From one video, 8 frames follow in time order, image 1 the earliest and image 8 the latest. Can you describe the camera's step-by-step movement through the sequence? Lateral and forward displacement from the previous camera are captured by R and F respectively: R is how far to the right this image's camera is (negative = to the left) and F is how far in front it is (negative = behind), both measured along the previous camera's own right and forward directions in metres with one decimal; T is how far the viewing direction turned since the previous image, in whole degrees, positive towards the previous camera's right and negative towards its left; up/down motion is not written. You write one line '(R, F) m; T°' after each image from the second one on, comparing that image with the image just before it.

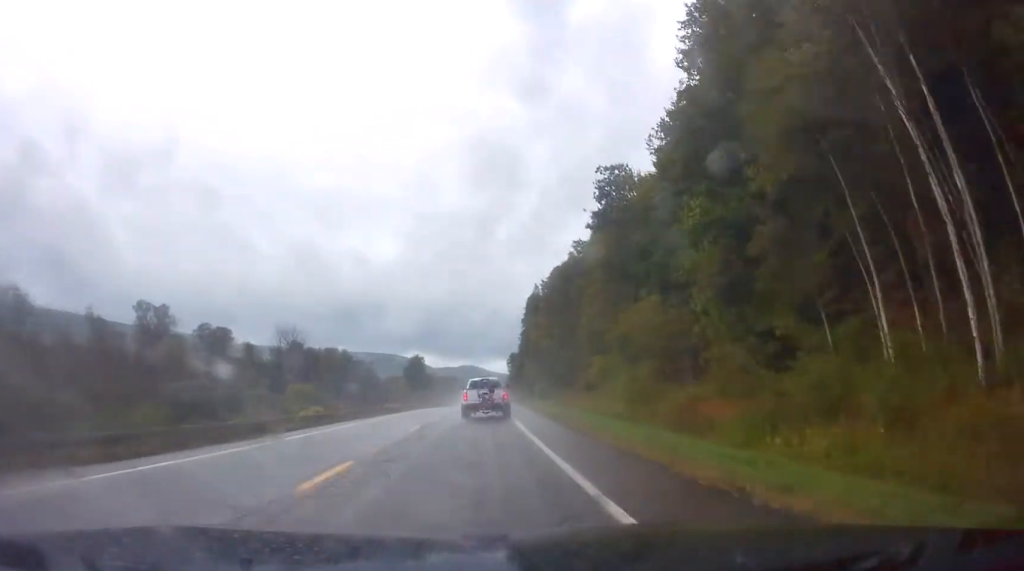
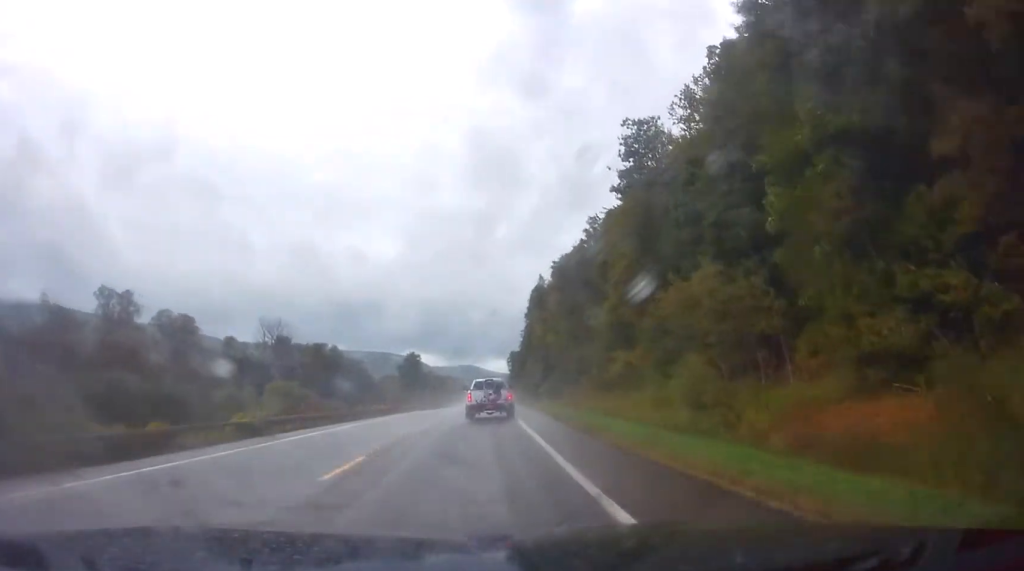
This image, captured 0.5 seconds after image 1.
(0.0, +11.3) m; +1°
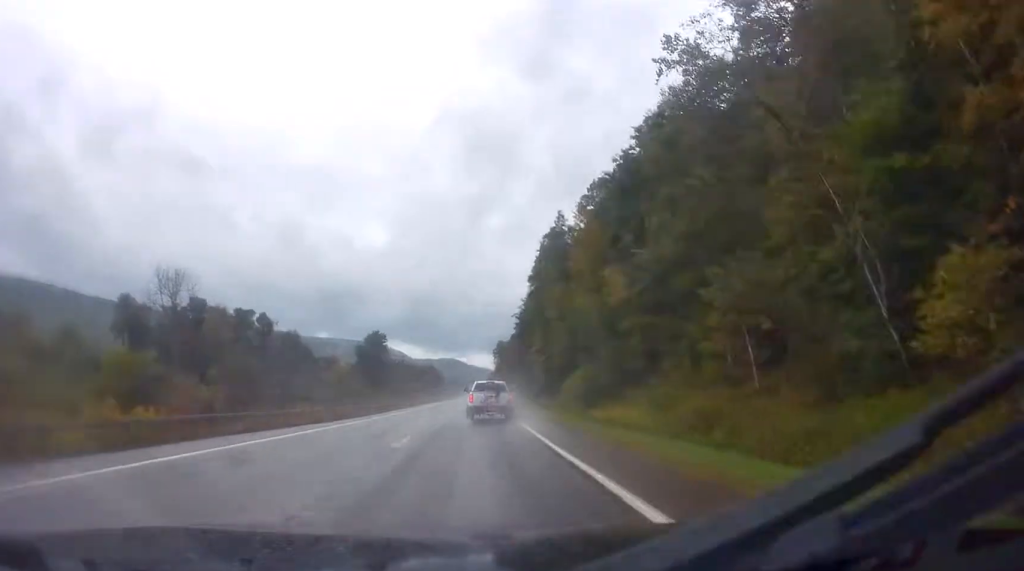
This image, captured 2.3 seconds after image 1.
(+1.1, +42.4) m; +2°
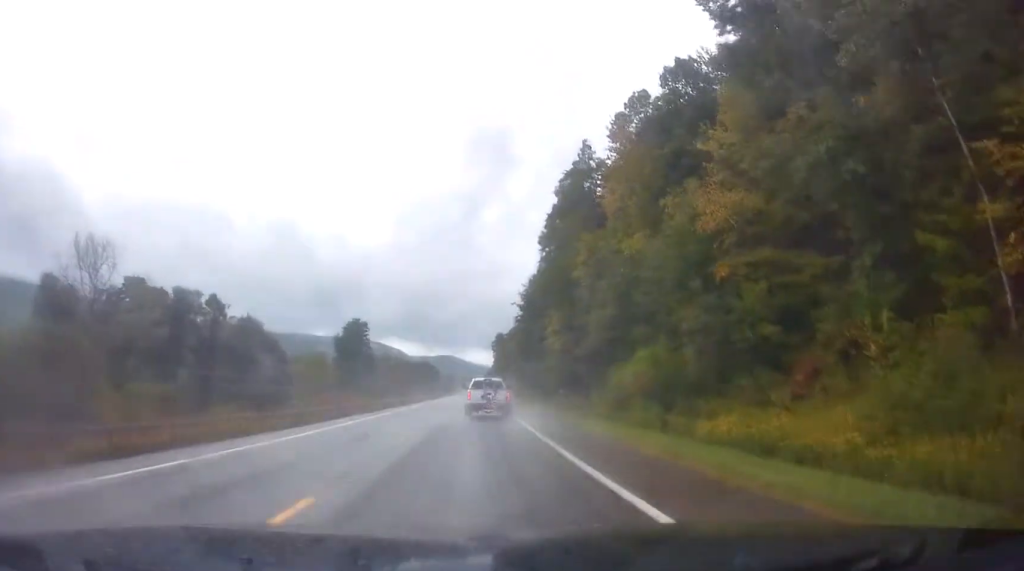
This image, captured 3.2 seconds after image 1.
(0.0, +21.3) m; -1°
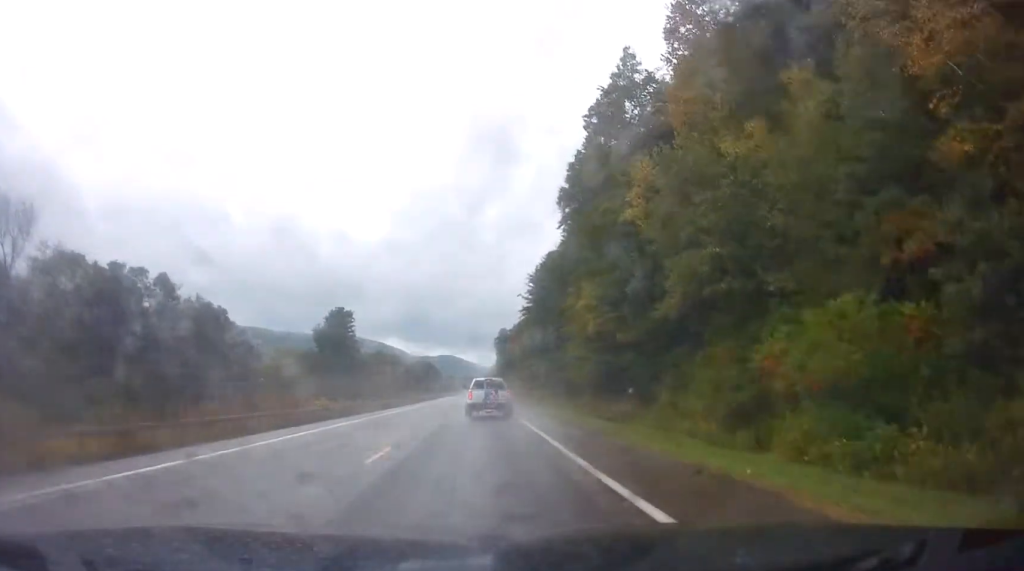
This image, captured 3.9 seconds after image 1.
(-0.2, +16.7) m; 0°
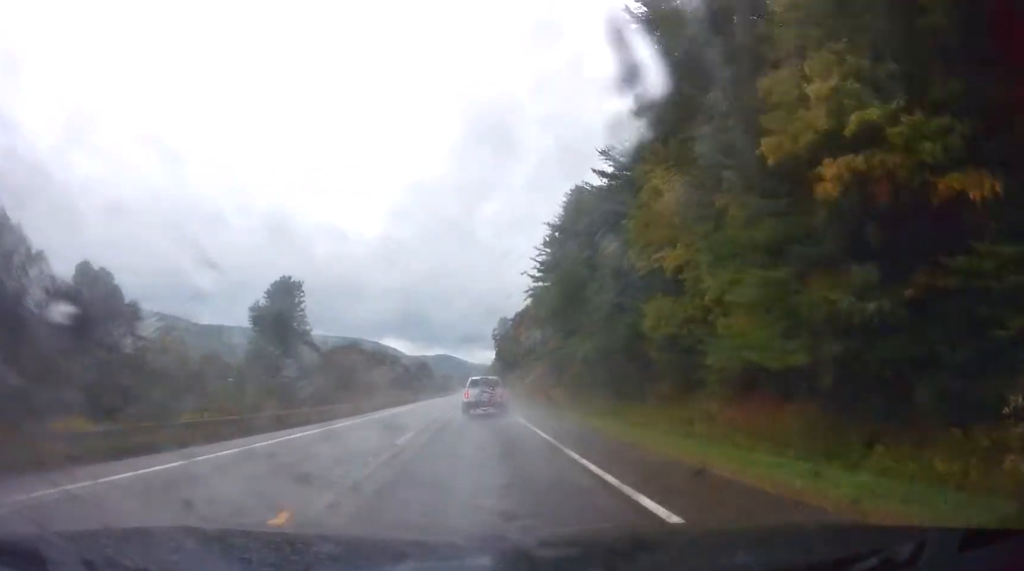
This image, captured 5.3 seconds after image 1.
(+0.6, +30.5) m; -1°
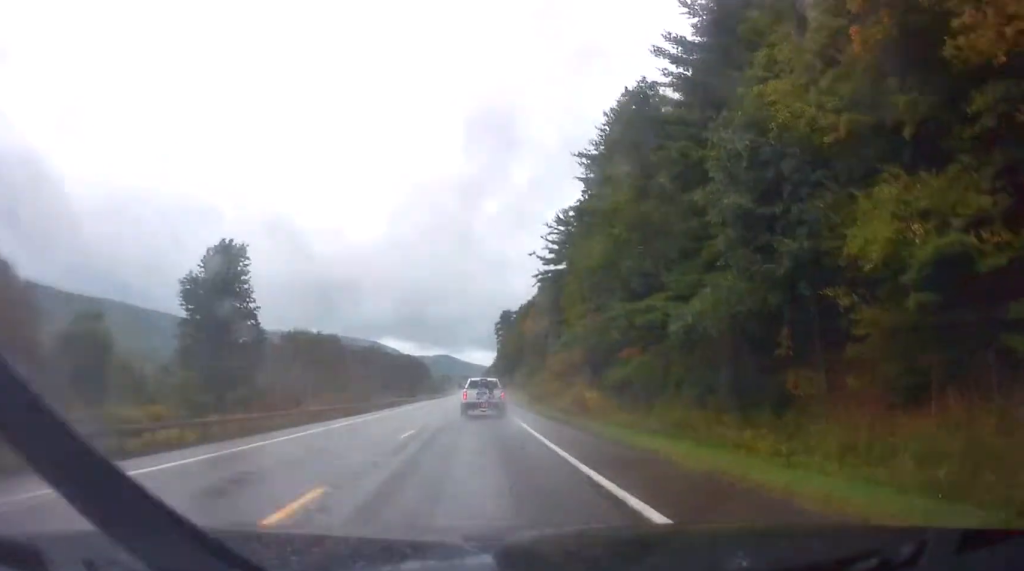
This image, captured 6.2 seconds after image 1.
(-0.9, +20.9) m; 0°
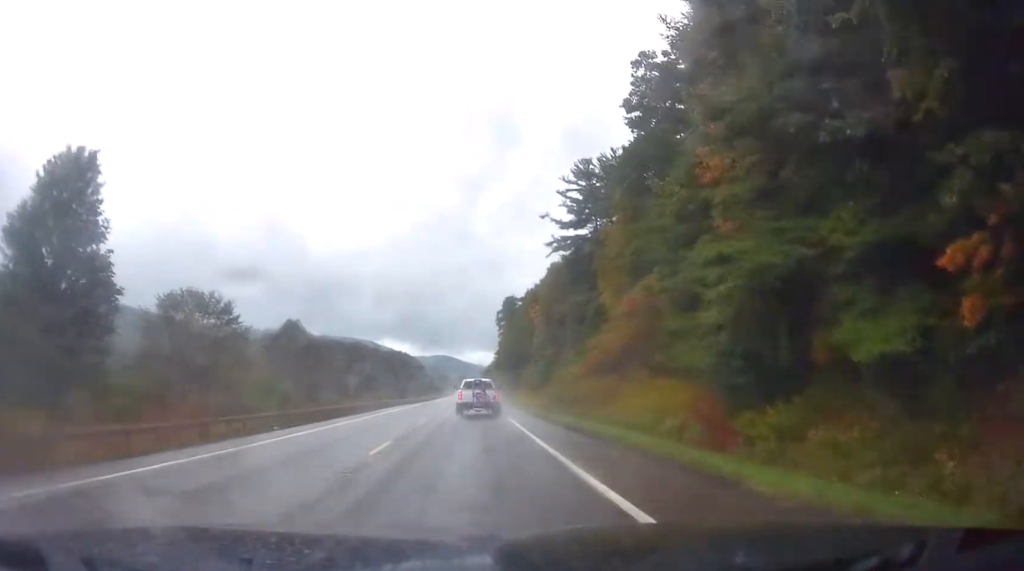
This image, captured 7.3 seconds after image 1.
(+0.8, +27.7) m; +1°
